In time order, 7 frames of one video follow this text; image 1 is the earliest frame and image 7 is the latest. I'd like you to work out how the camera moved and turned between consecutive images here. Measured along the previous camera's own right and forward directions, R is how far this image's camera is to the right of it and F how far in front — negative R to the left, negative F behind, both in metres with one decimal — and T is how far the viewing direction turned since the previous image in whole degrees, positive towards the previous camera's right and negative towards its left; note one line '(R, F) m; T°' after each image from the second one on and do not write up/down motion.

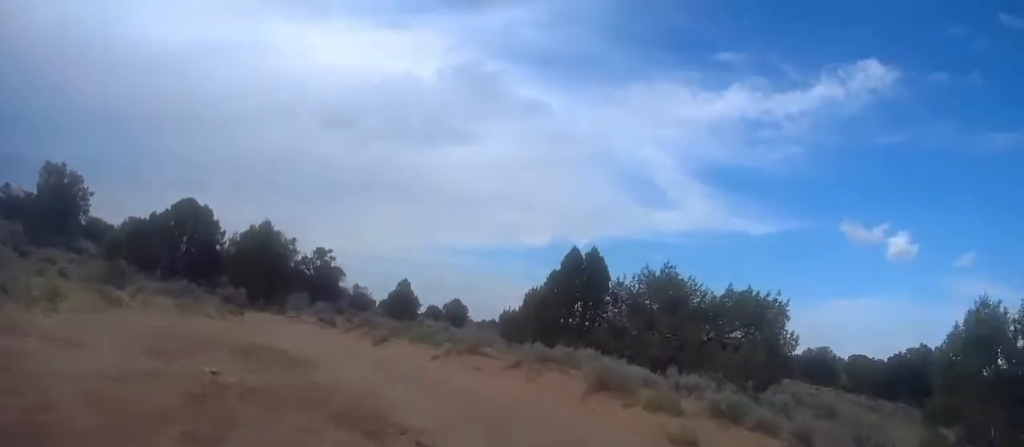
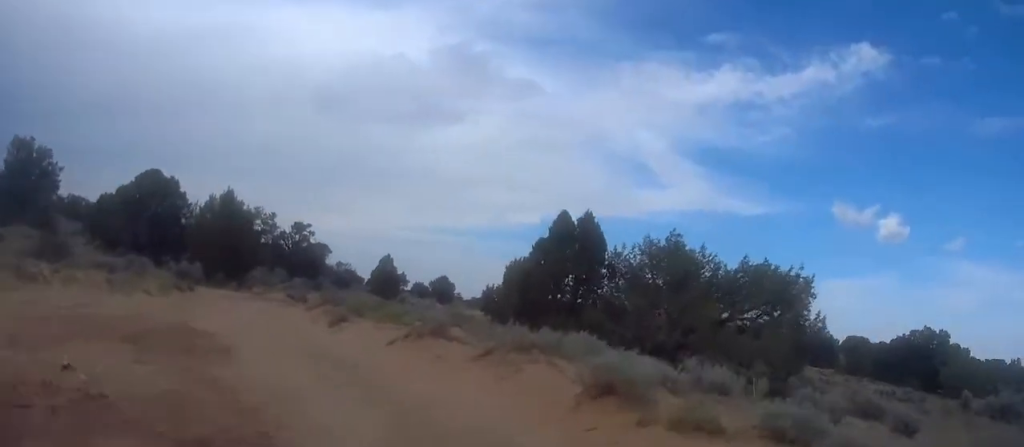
(0.0, +4.4) m; -11°
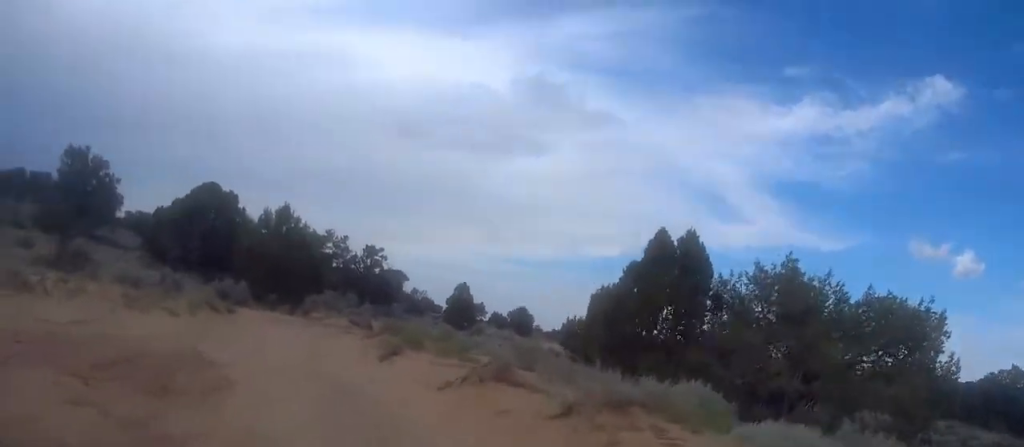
(-0.7, +4.2) m; -9°
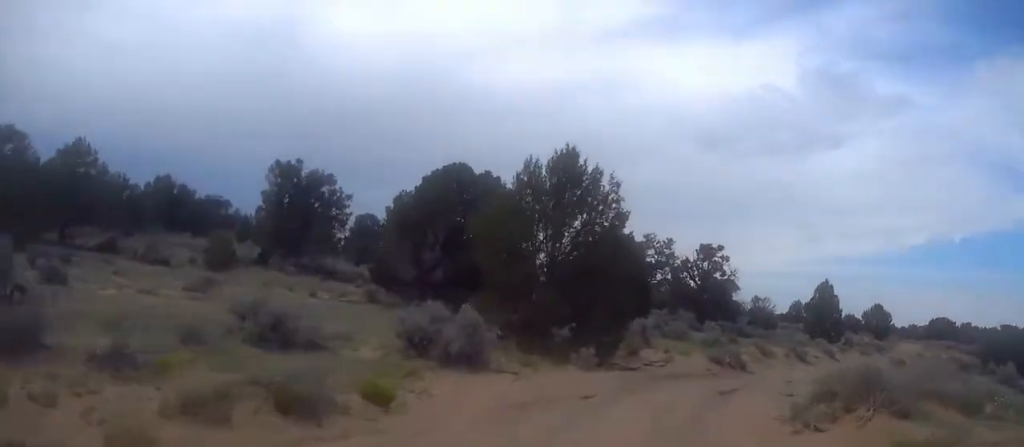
(-2.2, +16.8) m; -3°
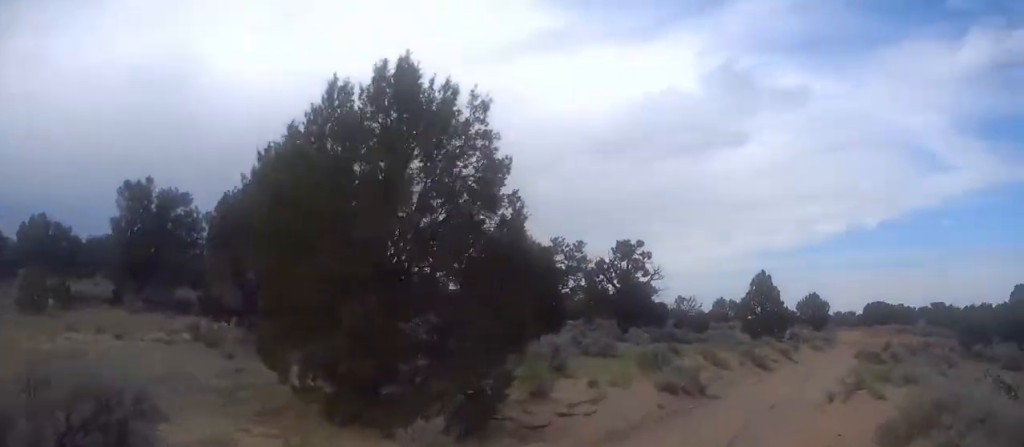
(-0.1, +6.1) m; +5°
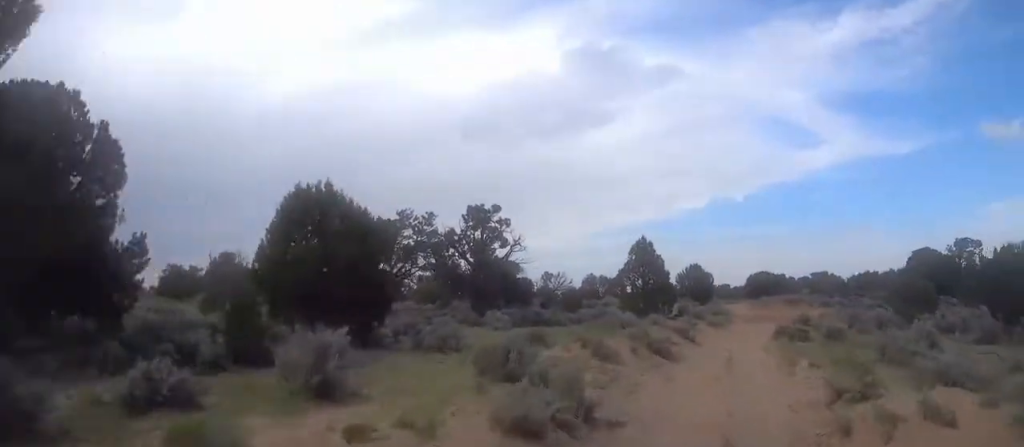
(+0.6, +6.9) m; +7°
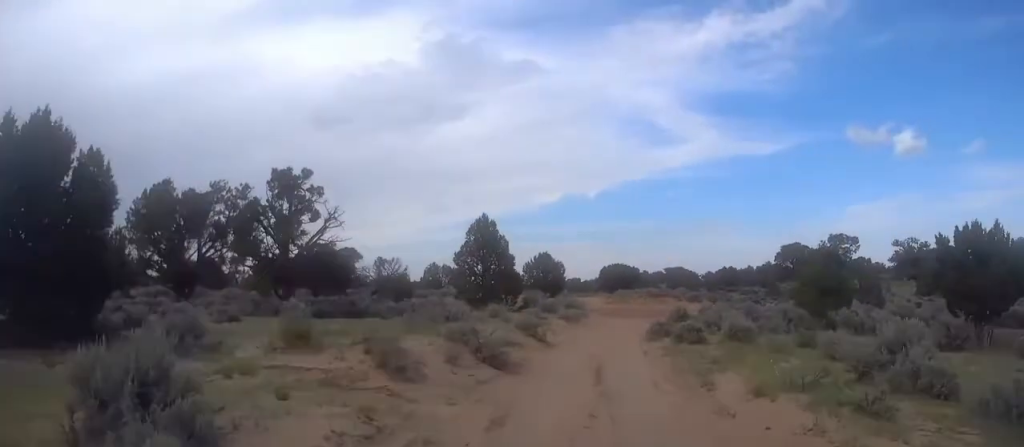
(+0.1, +6.6) m; +6°
